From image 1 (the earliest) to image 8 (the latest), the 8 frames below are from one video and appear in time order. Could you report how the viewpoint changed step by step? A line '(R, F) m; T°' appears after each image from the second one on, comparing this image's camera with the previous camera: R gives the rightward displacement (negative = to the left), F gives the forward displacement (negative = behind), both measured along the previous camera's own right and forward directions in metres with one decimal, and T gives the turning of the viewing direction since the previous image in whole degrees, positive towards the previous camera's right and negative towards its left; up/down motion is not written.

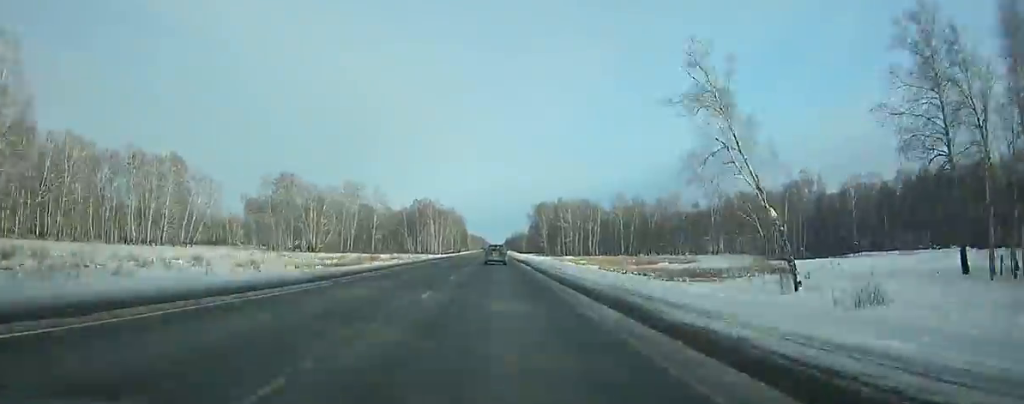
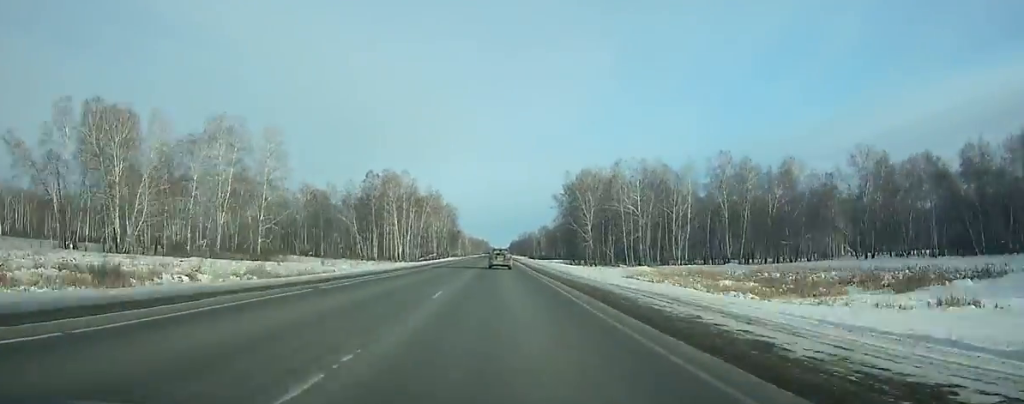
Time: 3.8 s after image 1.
(-0.6, +106.6) m; 0°
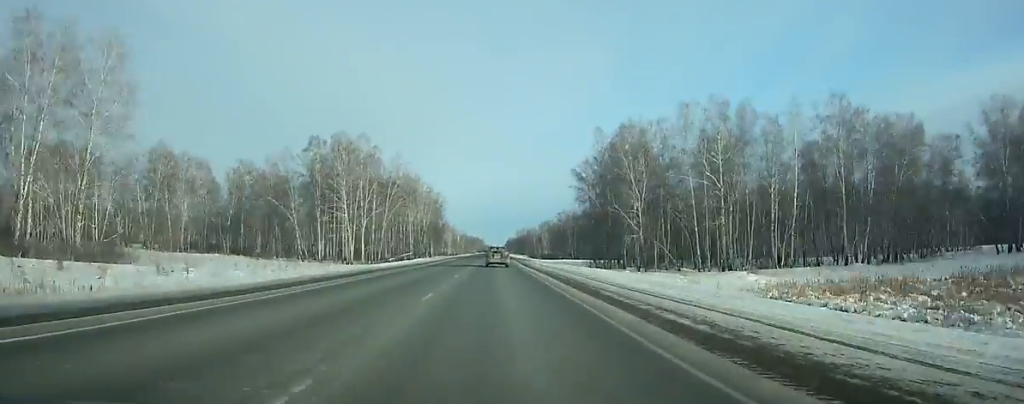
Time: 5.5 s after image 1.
(+0.3, +48.1) m; 0°
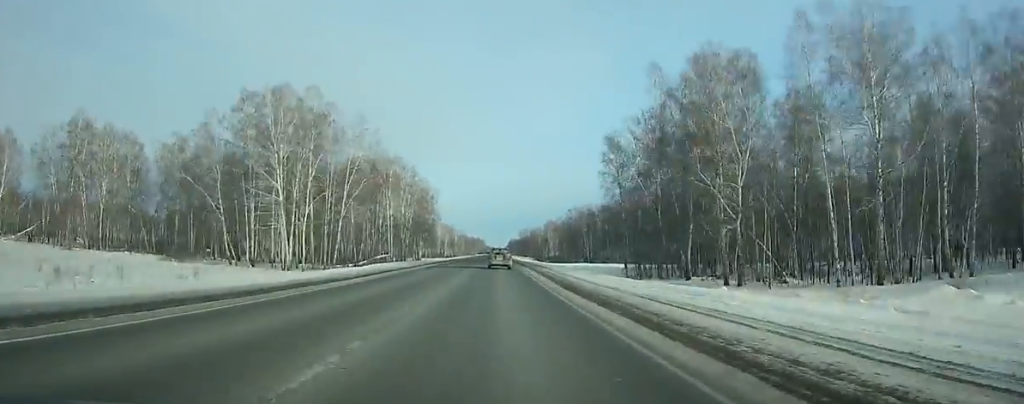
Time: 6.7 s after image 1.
(+0.2, +33.9) m; 0°
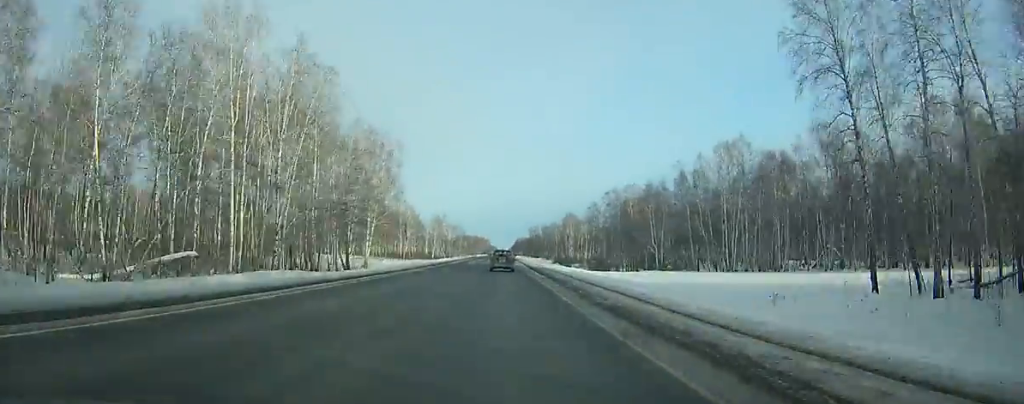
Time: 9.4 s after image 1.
(-0.3, +76.6) m; 0°
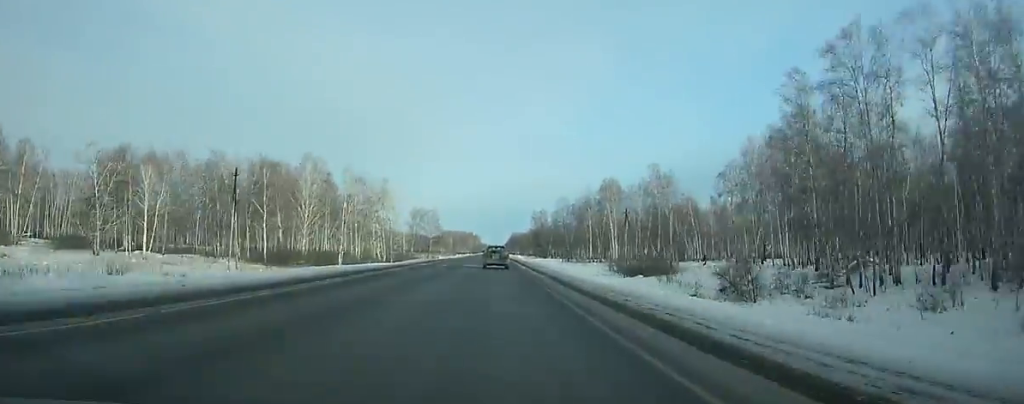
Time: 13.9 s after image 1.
(+0.5, +127.4) m; 0°
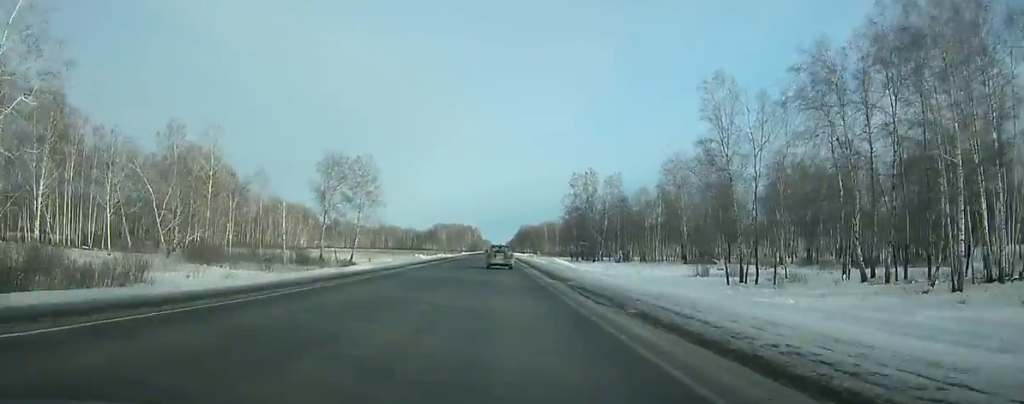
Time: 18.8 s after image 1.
(-0.2, +137.8) m; 0°
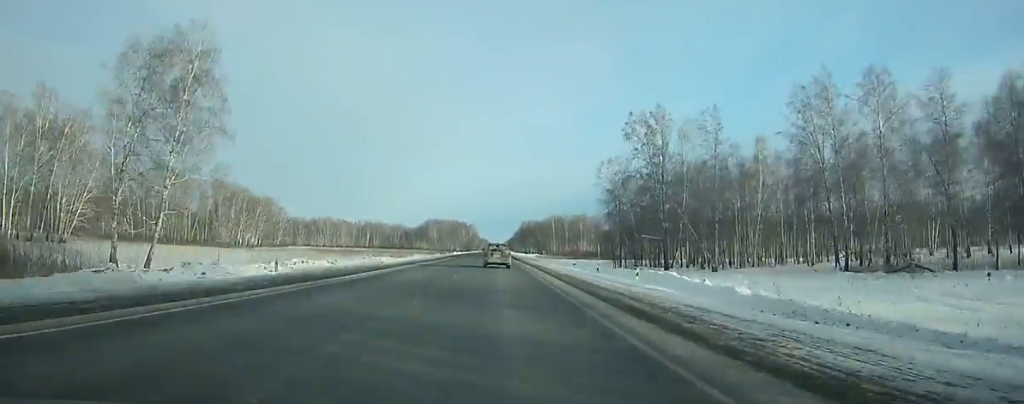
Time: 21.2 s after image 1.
(+0.5, +67.4) m; 0°
